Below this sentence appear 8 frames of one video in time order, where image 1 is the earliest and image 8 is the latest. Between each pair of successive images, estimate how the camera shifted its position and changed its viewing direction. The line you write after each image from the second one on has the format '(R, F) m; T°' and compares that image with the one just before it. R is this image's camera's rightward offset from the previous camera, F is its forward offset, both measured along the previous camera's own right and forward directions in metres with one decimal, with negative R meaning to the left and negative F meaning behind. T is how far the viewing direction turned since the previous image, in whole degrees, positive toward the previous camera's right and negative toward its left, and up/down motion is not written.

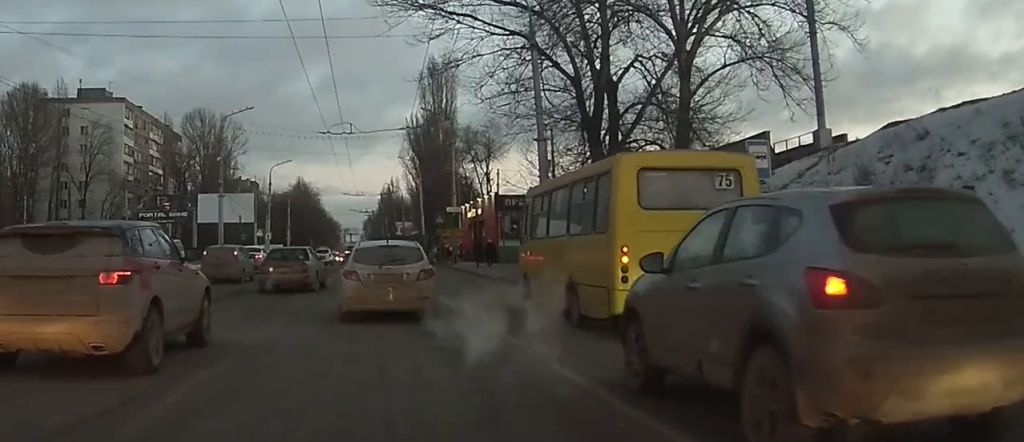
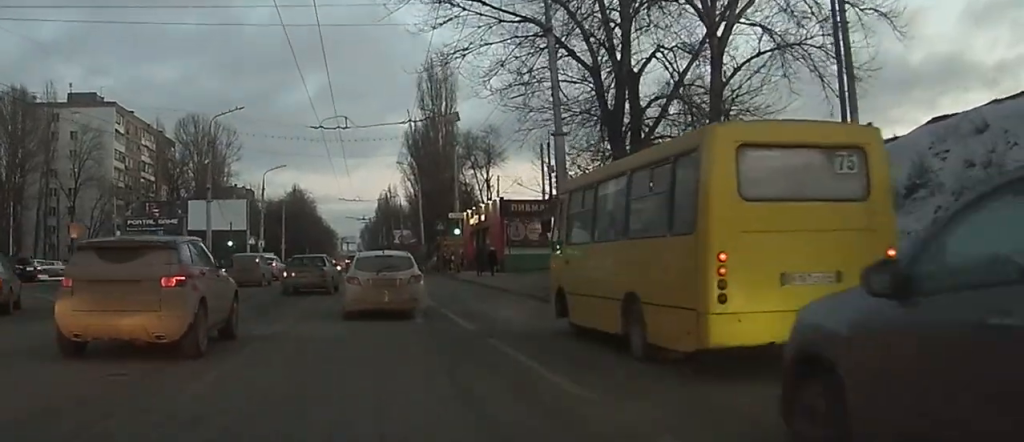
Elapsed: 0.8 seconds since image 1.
(0.0, +3.6) m; 0°
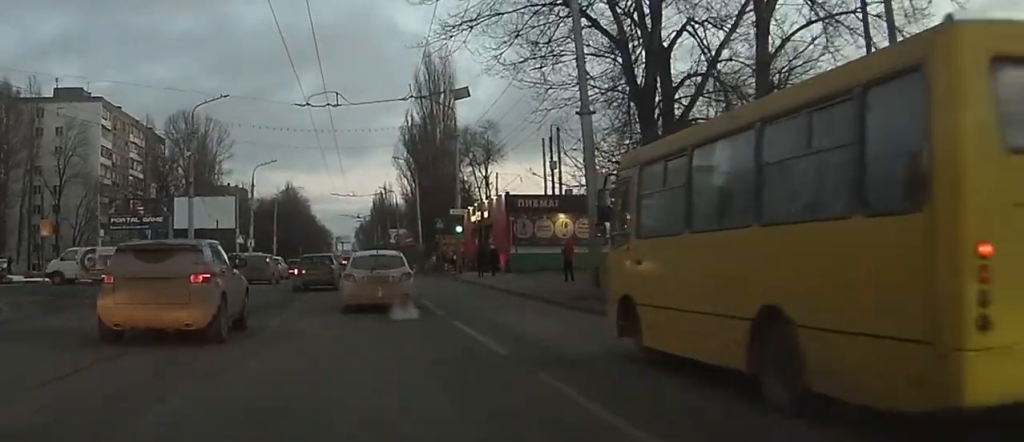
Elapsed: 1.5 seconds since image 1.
(0.0, +3.8) m; 0°
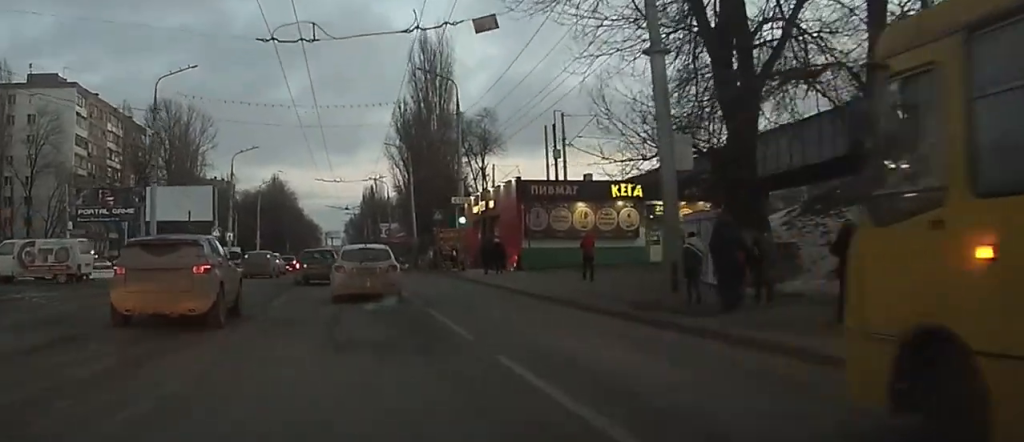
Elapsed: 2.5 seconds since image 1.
(0.0, +5.7) m; 0°
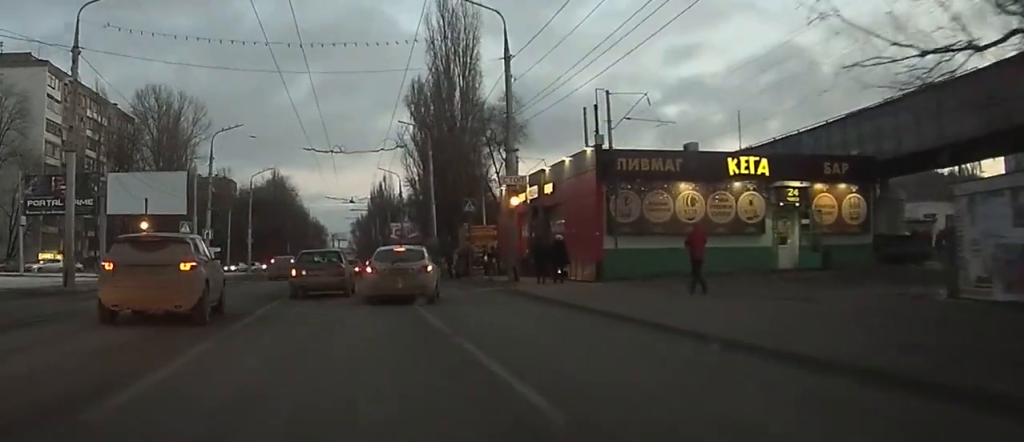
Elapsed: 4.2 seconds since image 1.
(+0.2, +12.3) m; +2°
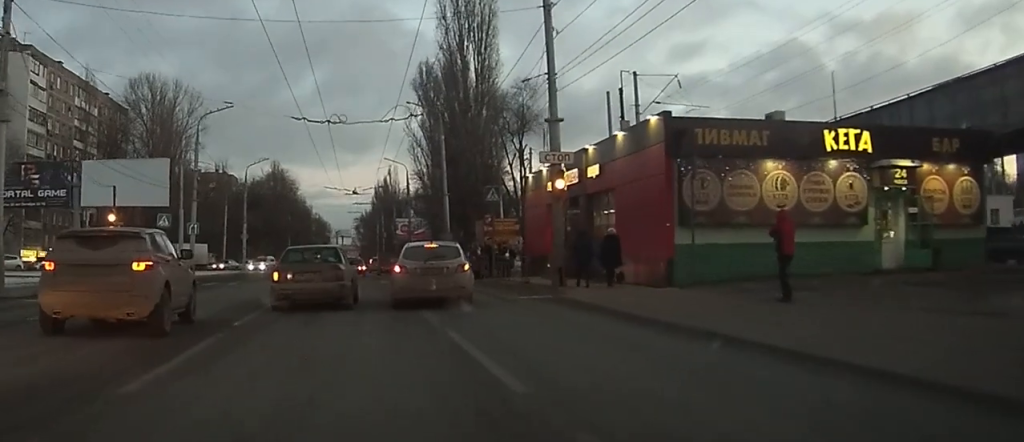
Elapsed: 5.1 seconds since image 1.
(+0.1, +6.5) m; +1°
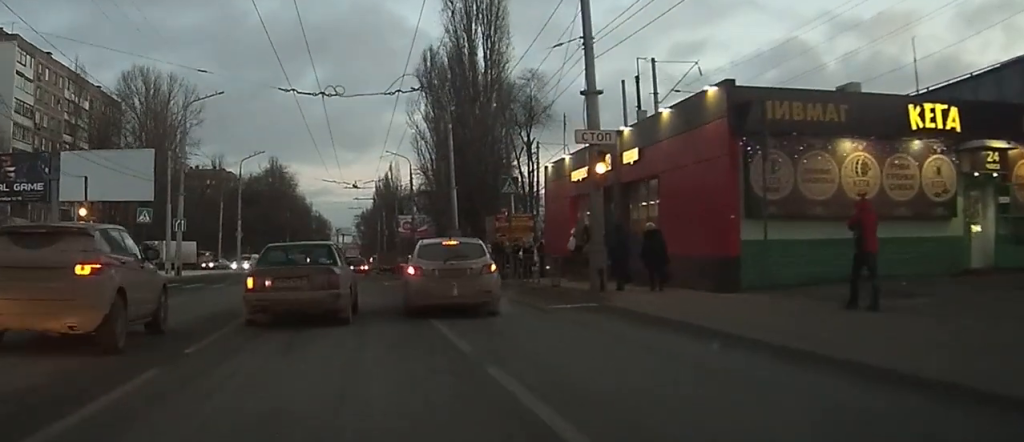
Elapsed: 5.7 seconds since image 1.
(0.0, +4.6) m; 0°
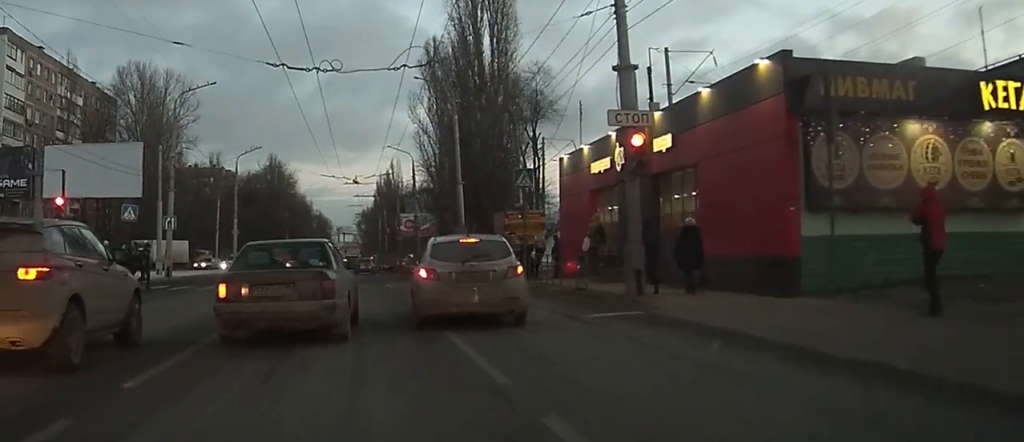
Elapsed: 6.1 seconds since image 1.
(0.0, +3.4) m; 0°
